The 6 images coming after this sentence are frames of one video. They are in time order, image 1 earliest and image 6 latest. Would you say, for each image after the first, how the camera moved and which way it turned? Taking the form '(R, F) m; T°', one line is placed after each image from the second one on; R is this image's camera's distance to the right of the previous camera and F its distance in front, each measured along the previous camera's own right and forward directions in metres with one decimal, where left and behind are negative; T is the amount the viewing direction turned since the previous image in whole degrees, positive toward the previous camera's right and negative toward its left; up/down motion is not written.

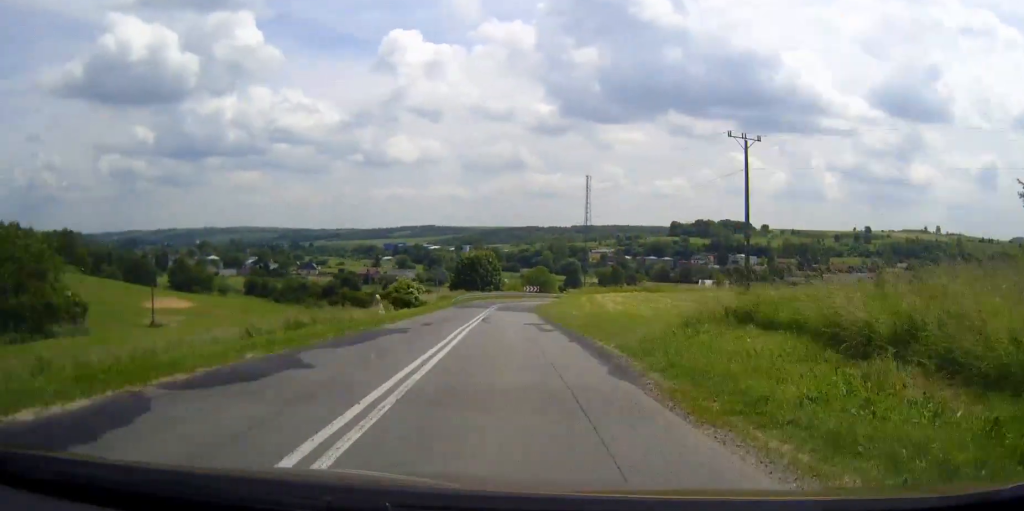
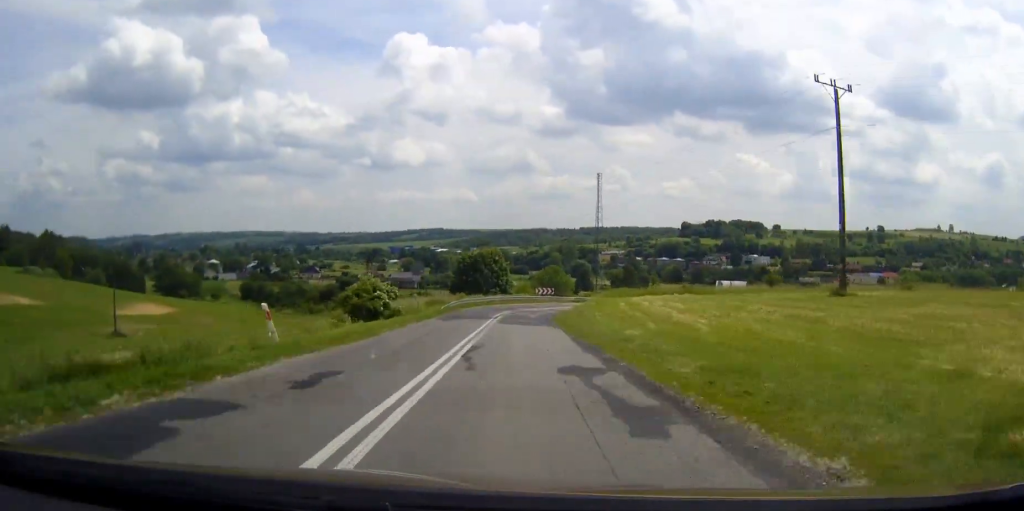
(-0.4, +18.4) m; -1°
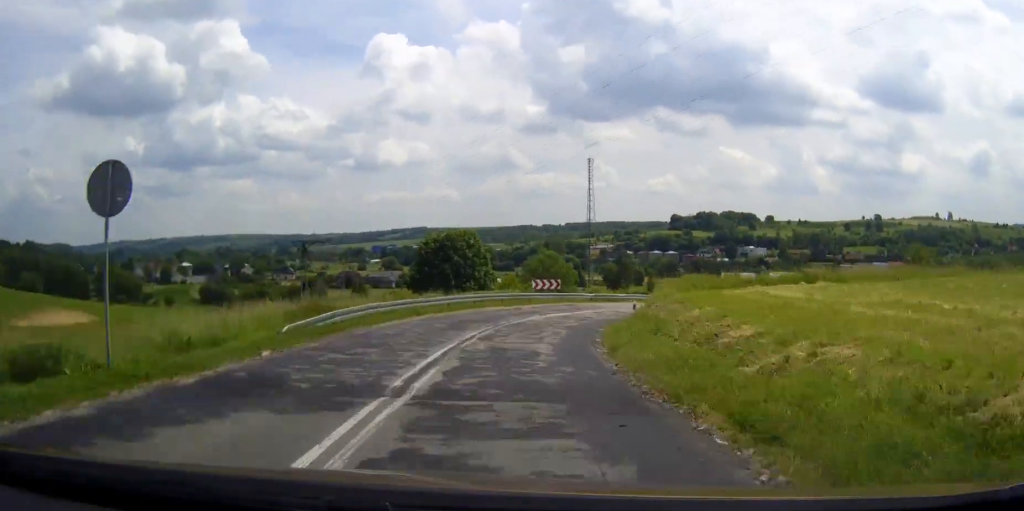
(+0.1, +31.7) m; +7°
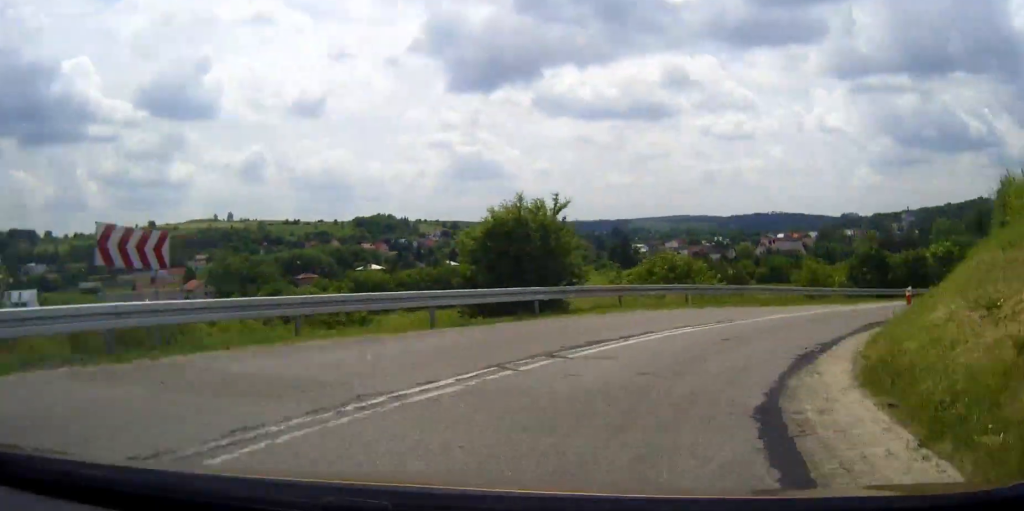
(+25.8, +48.5) m; +68°
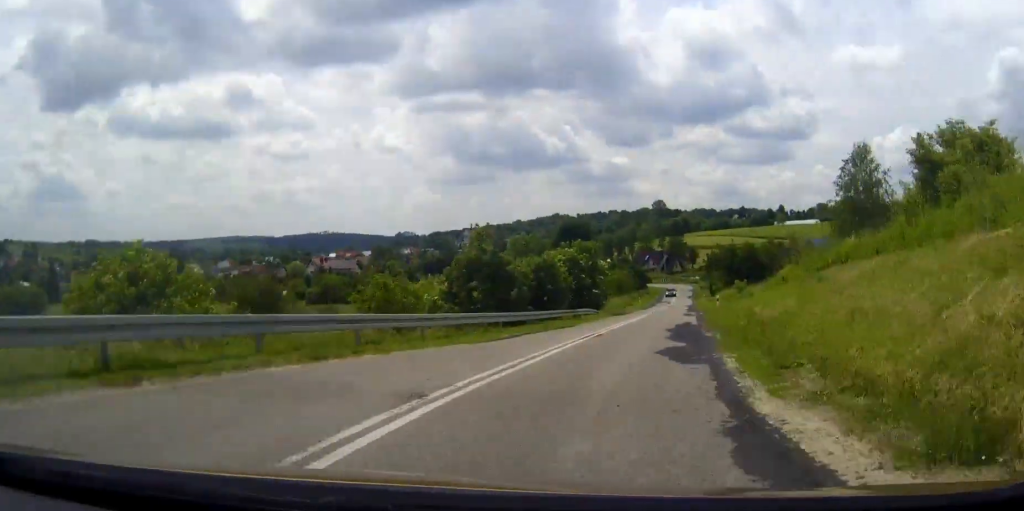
(+4.4, +15.6) m; +14°
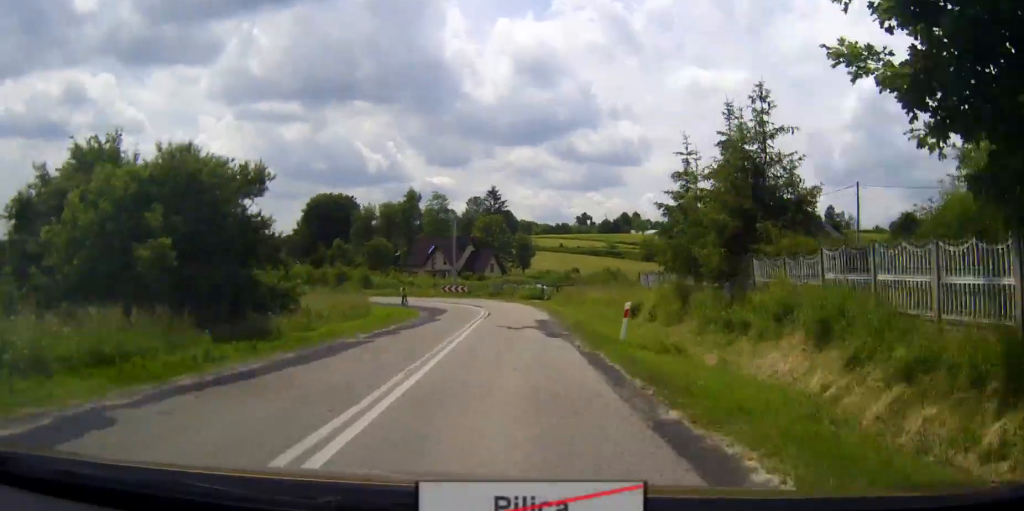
(+28.6, +125.1) m; +11°
